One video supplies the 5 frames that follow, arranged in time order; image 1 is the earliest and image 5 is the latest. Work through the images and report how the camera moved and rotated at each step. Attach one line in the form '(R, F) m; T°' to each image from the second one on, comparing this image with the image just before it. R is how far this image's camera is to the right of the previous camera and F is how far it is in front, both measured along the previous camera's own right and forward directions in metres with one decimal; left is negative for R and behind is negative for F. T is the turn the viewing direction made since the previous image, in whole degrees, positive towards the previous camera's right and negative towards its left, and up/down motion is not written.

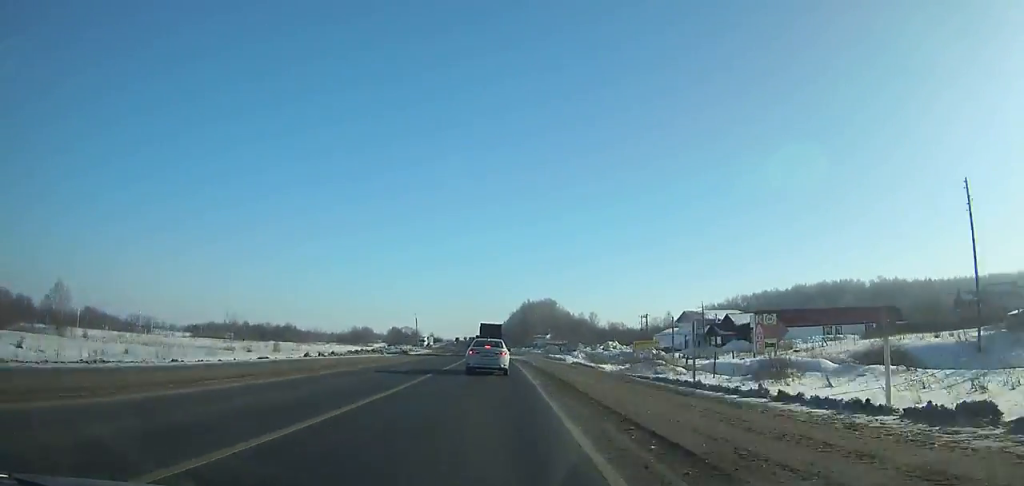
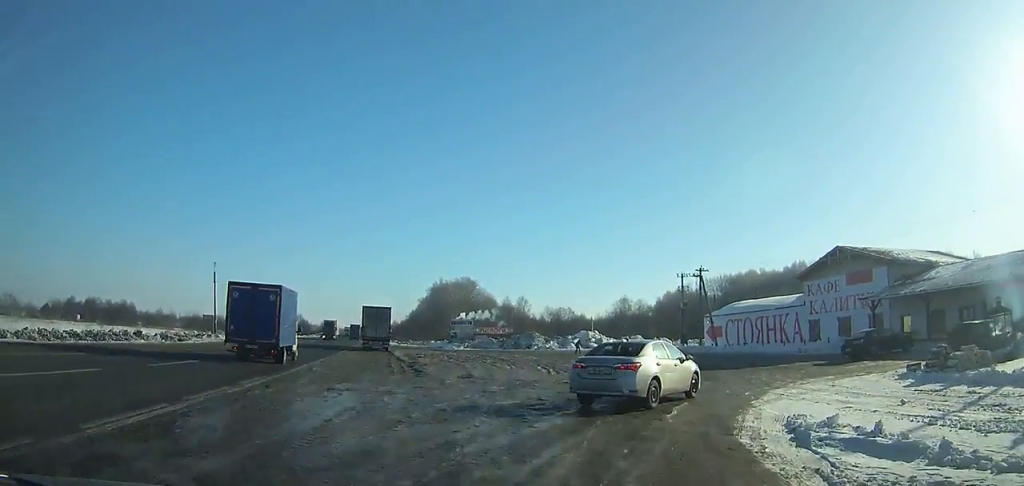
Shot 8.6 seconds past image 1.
(+2.5, +65.1) m; +18°
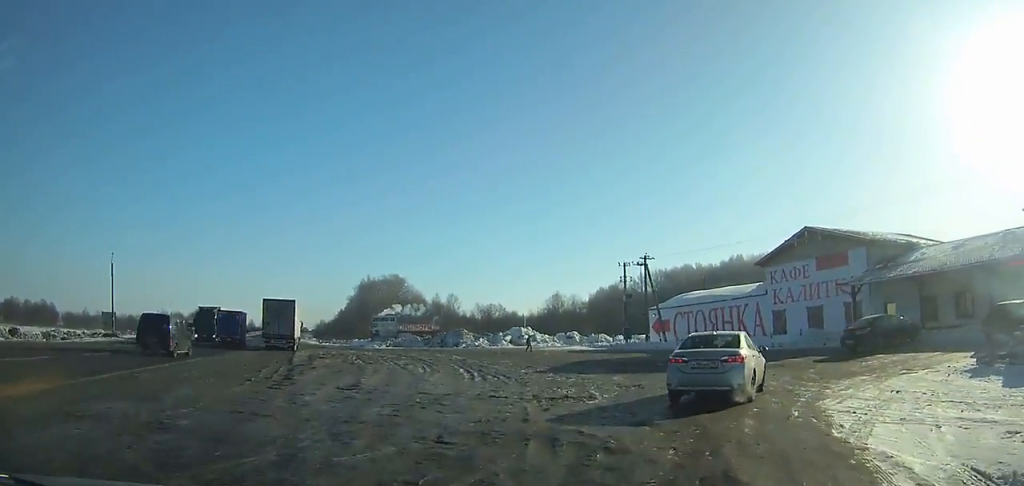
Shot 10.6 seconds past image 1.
(+0.5, +6.4) m; +13°
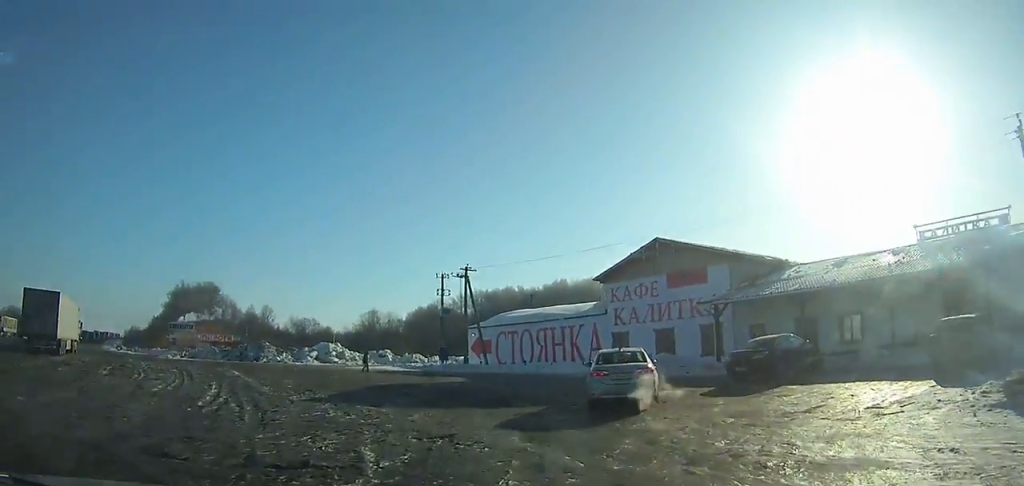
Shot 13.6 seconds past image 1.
(+1.4, +6.6) m; +14°
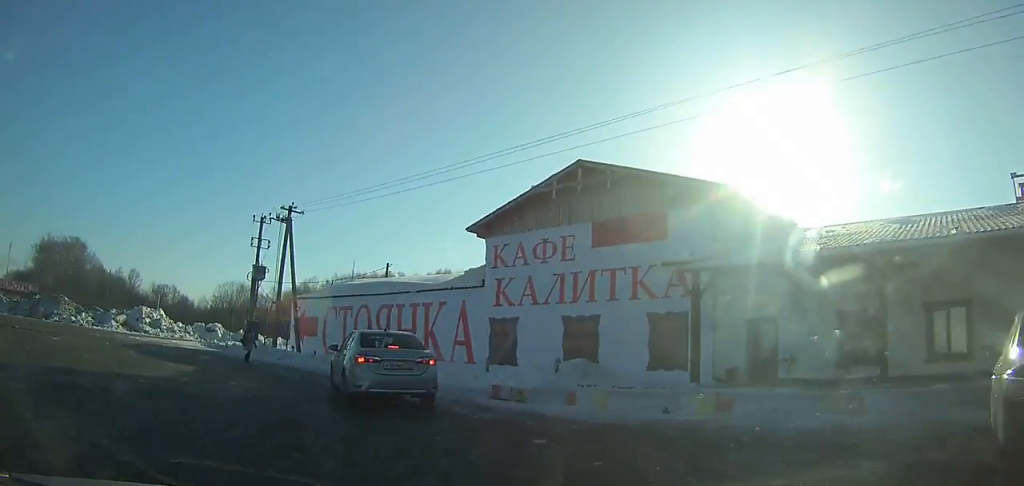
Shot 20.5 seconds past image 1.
(+0.2, +12.0) m; 0°
